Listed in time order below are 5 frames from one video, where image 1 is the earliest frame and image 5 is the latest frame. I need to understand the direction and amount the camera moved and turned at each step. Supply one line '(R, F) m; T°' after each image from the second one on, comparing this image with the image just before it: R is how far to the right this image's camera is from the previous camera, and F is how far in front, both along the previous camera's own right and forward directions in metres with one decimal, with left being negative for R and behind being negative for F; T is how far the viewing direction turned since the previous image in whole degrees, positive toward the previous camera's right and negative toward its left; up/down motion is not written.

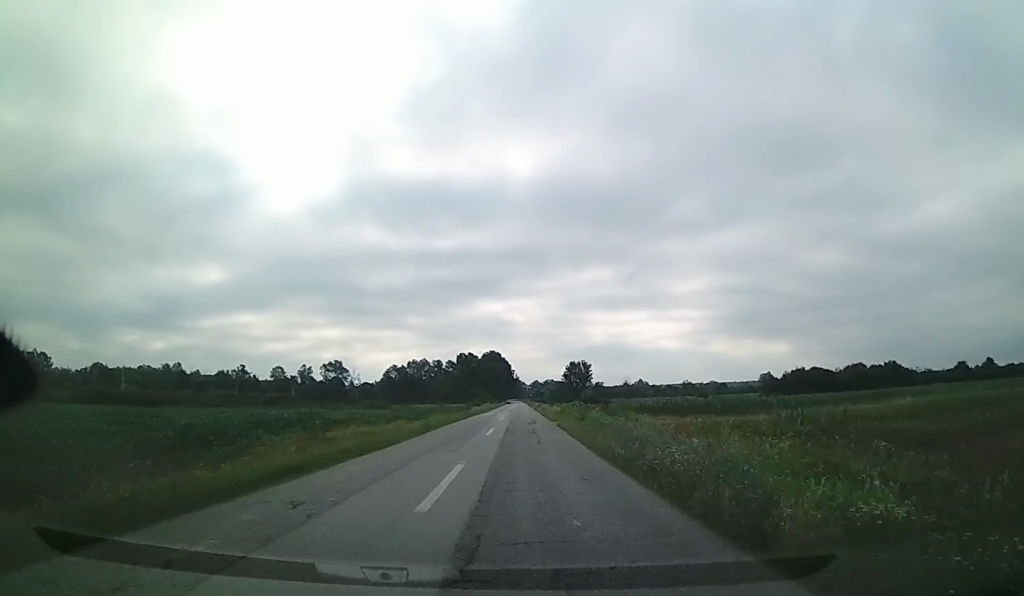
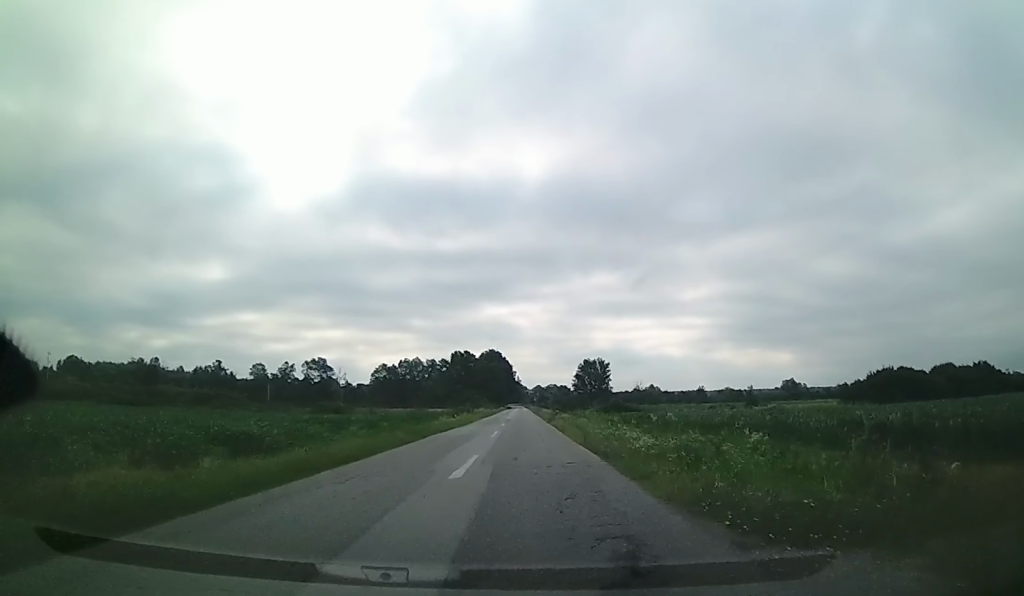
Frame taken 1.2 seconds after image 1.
(-0.6, +30.9) m; -1°
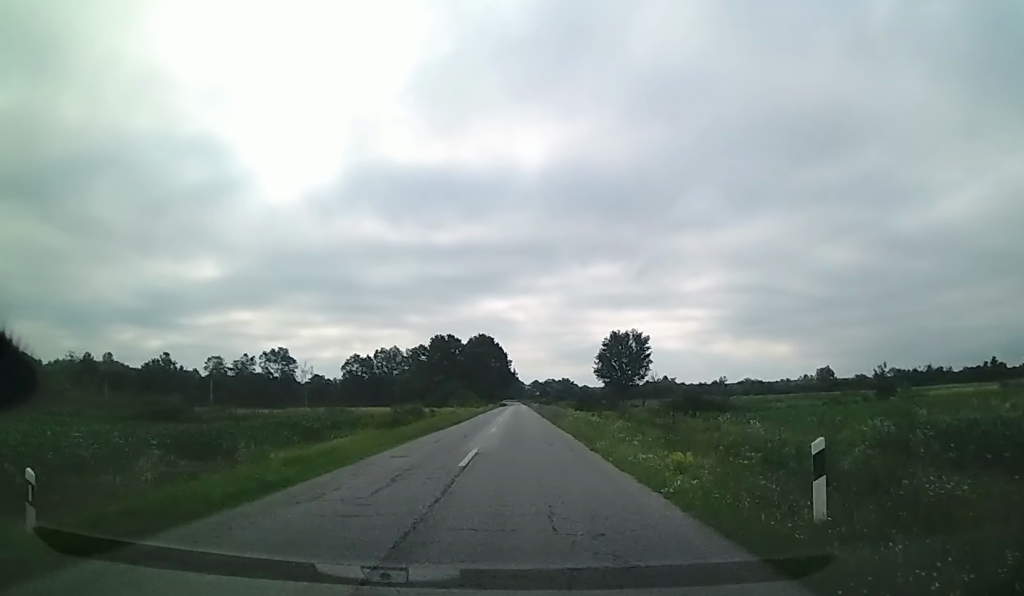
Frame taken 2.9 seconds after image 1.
(+0.9, +46.3) m; +1°
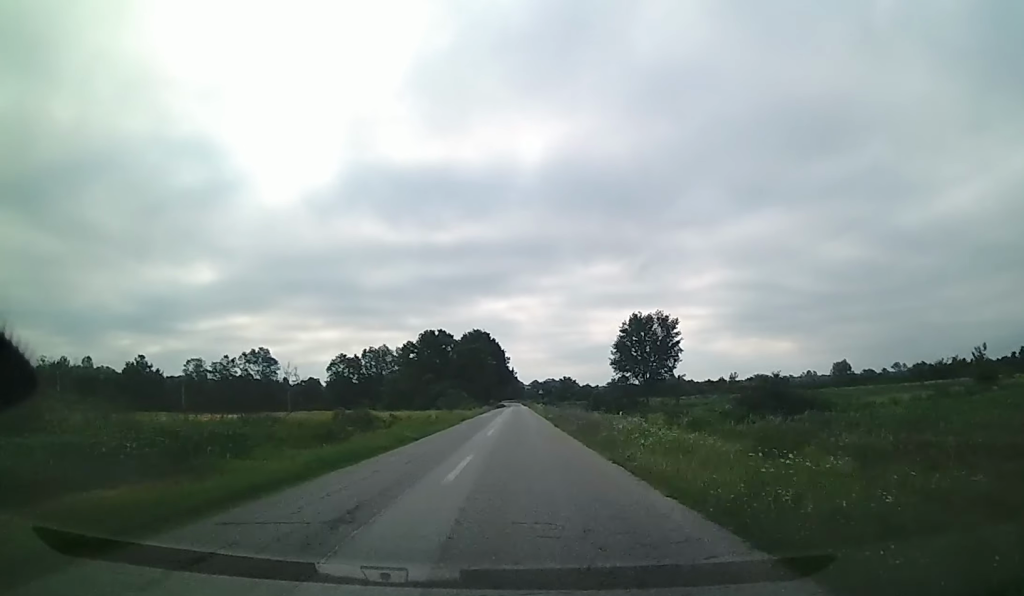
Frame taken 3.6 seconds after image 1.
(-0.3, +18.1) m; -1°
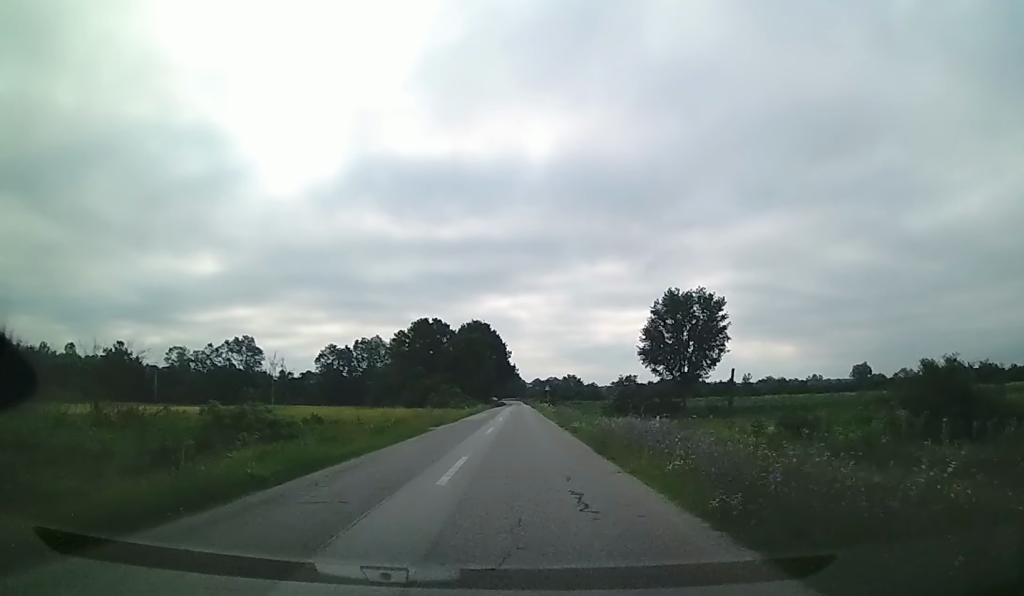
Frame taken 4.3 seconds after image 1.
(-0.1, +16.3) m; 0°
